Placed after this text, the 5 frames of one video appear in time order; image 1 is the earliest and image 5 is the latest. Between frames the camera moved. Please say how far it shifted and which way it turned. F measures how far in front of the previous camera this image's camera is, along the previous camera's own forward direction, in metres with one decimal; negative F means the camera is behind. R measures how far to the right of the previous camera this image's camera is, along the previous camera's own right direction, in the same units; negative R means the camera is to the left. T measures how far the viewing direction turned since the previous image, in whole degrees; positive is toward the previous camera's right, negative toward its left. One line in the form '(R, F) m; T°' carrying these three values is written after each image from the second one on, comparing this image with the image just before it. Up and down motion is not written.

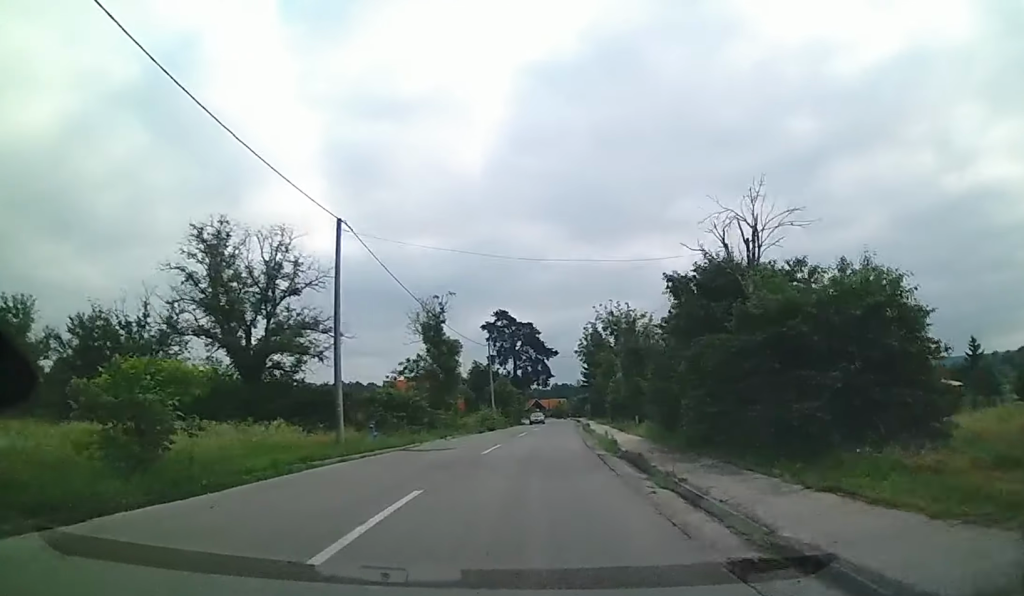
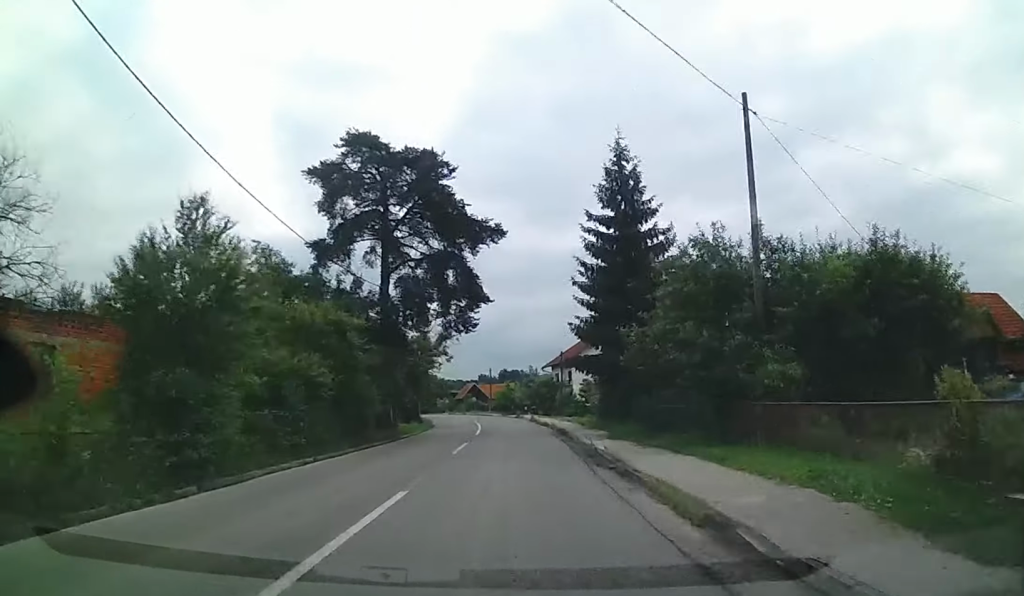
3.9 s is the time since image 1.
(+3.2, +64.3) m; +3°
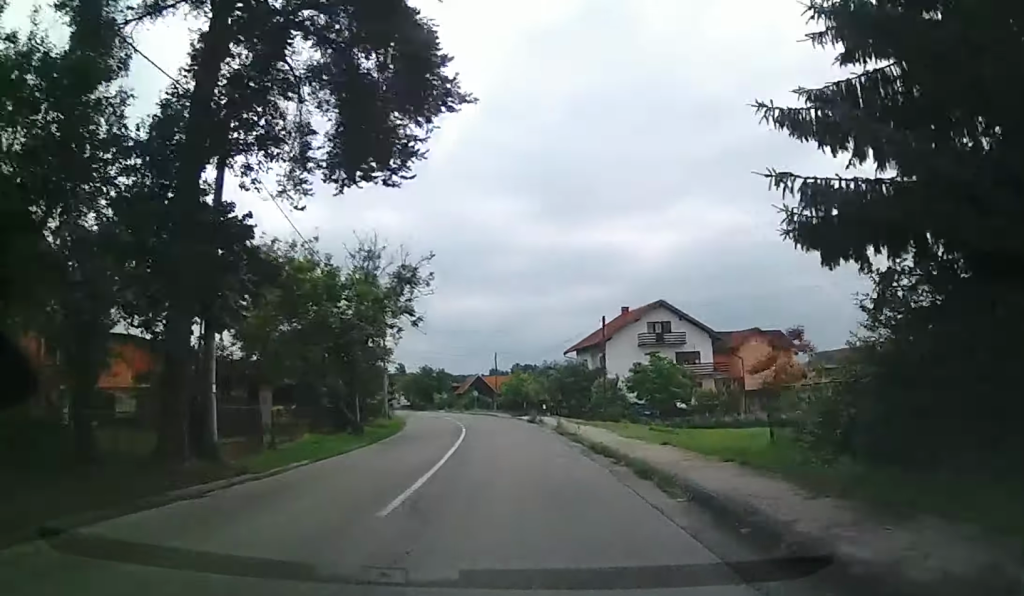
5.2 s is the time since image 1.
(-0.3, +23.1) m; -3°
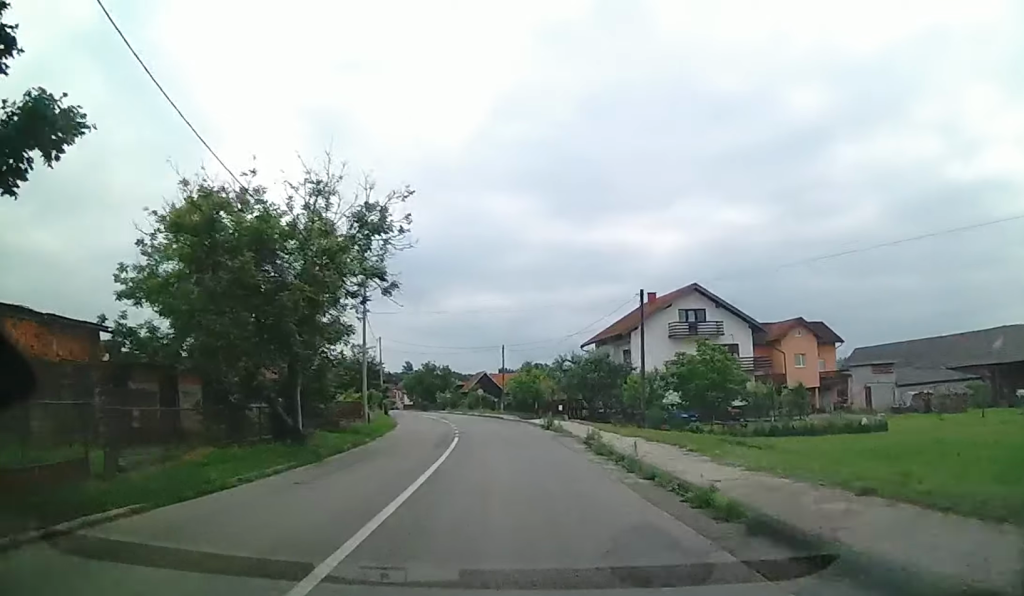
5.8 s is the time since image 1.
(-0.2, +9.0) m; -1°
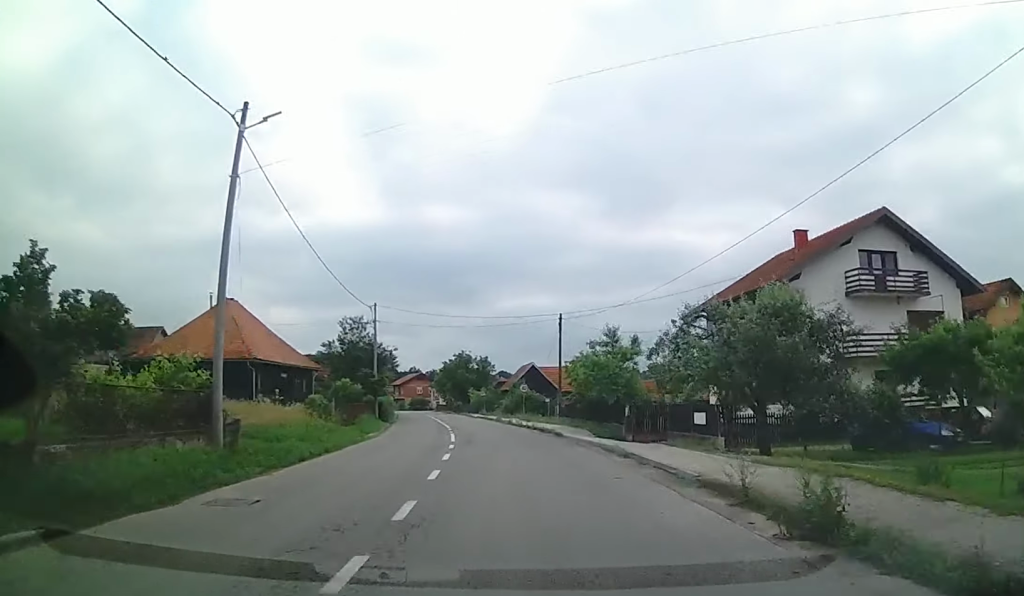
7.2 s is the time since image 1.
(-0.8, +23.5) m; -6°
